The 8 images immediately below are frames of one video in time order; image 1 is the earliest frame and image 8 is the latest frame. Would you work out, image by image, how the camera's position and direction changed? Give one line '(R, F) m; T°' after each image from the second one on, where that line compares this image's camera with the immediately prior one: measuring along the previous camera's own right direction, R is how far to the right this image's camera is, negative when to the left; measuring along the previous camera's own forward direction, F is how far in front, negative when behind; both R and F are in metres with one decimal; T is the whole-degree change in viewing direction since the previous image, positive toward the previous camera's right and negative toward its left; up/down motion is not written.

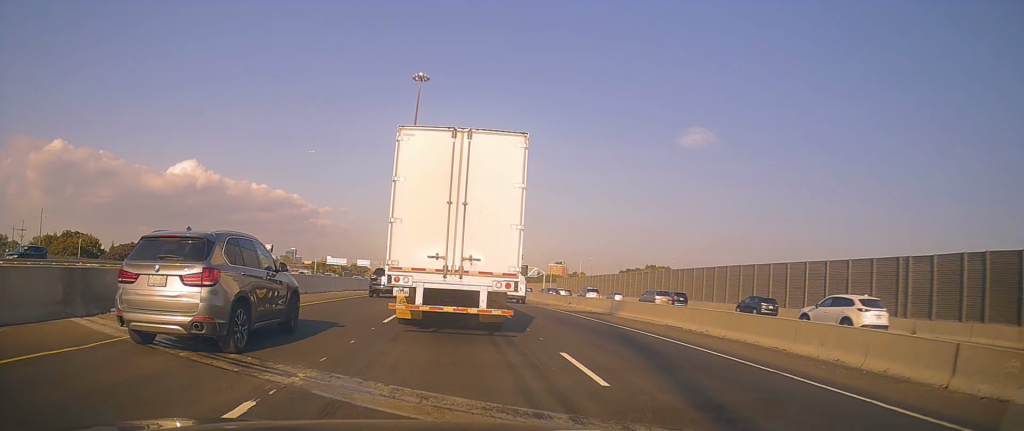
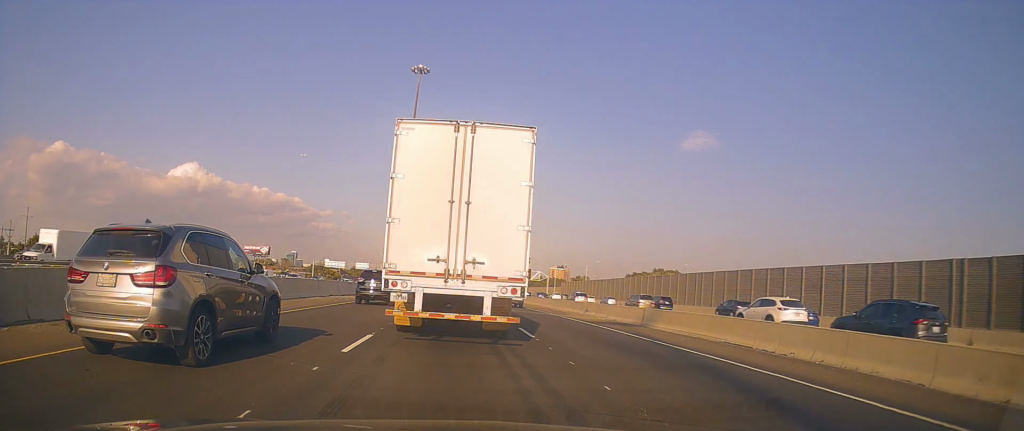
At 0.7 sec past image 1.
(-0.2, +5.1) m; -1°
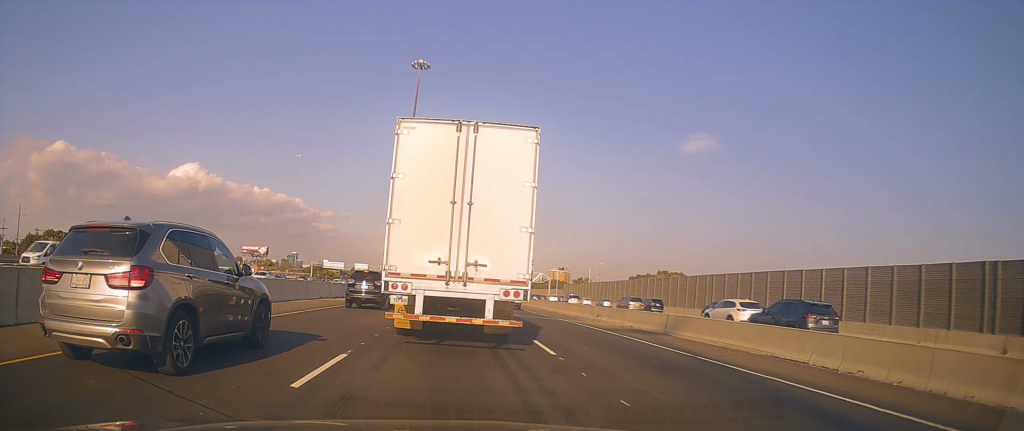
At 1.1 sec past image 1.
(-0.2, +3.1) m; -1°
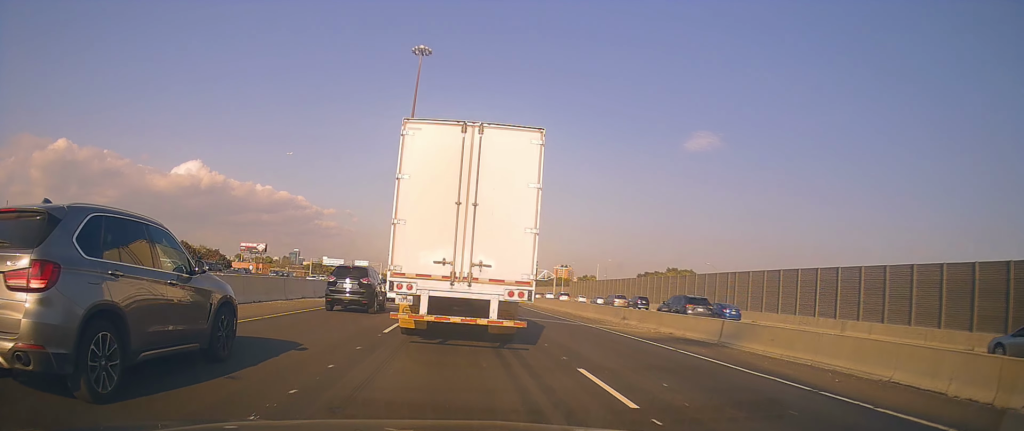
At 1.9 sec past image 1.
(+0.2, +5.0) m; -1°
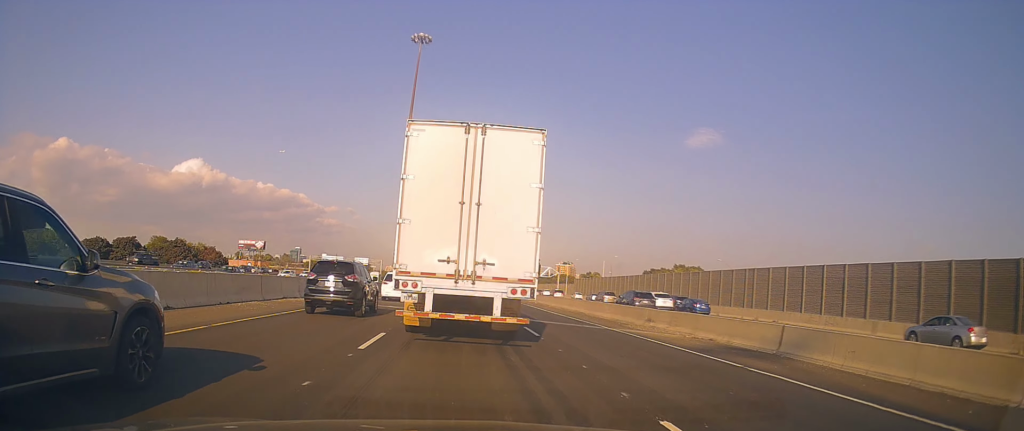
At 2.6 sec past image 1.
(-0.1, +3.7) m; +1°
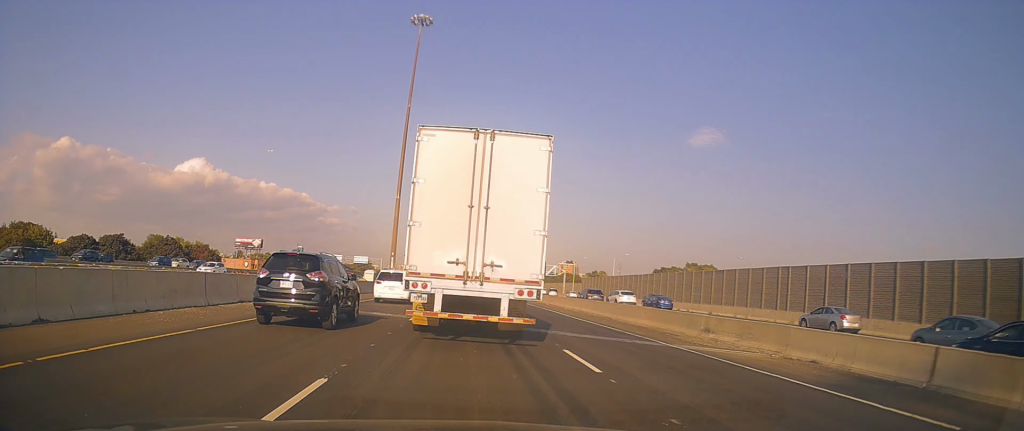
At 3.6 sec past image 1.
(+0.1, +5.8) m; +3°
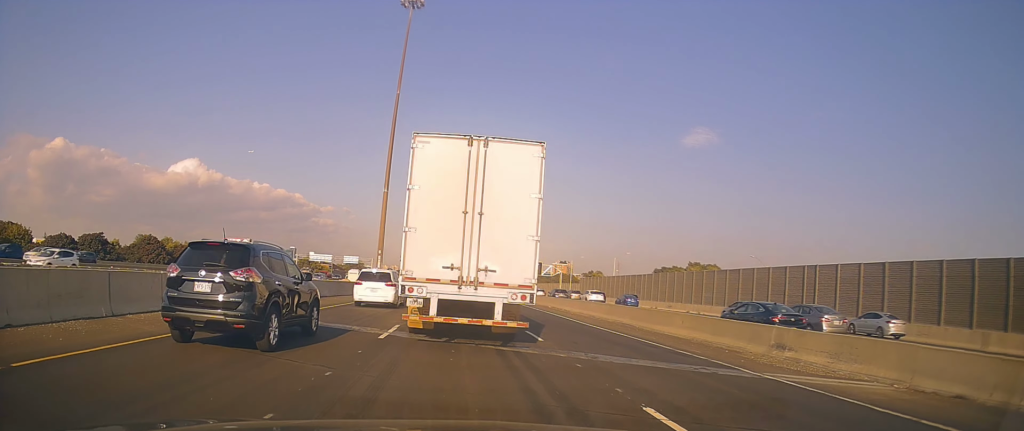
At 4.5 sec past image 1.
(+0.2, +5.3) m; -3°
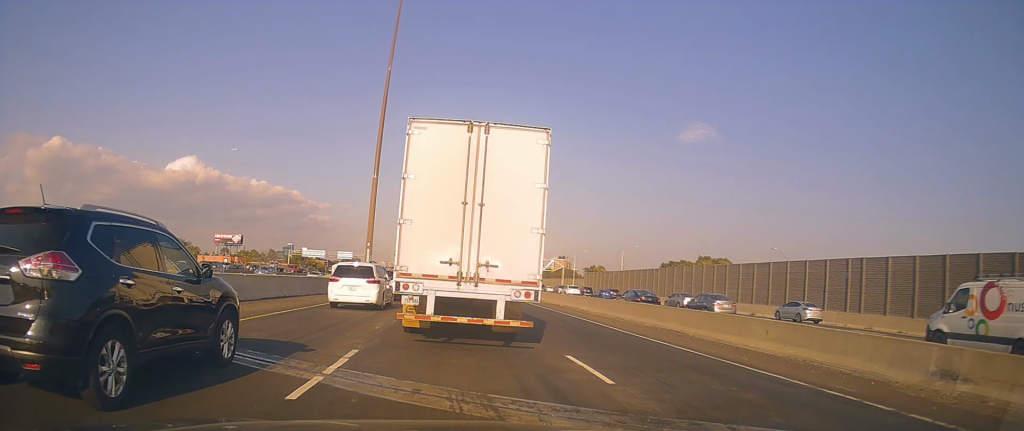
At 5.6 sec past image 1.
(-0.6, +6.2) m; -6°
